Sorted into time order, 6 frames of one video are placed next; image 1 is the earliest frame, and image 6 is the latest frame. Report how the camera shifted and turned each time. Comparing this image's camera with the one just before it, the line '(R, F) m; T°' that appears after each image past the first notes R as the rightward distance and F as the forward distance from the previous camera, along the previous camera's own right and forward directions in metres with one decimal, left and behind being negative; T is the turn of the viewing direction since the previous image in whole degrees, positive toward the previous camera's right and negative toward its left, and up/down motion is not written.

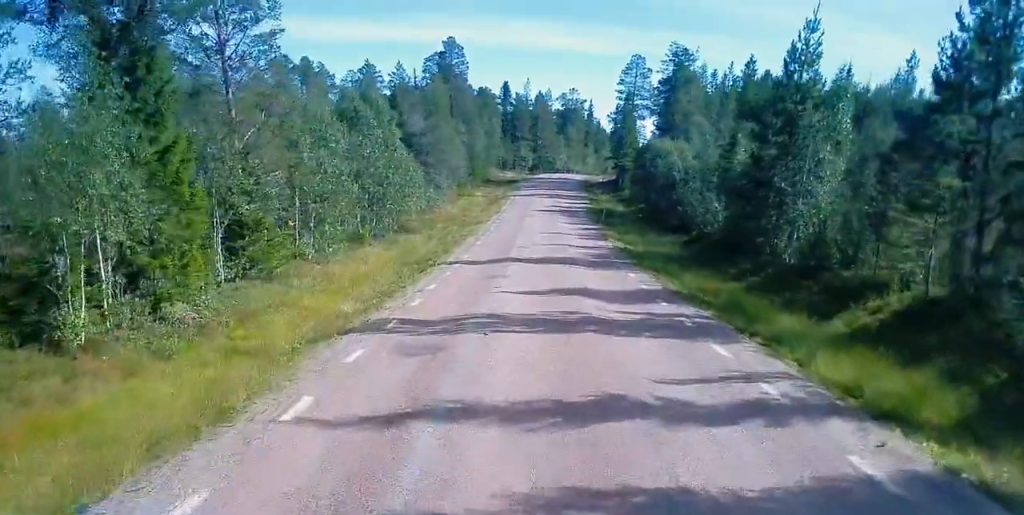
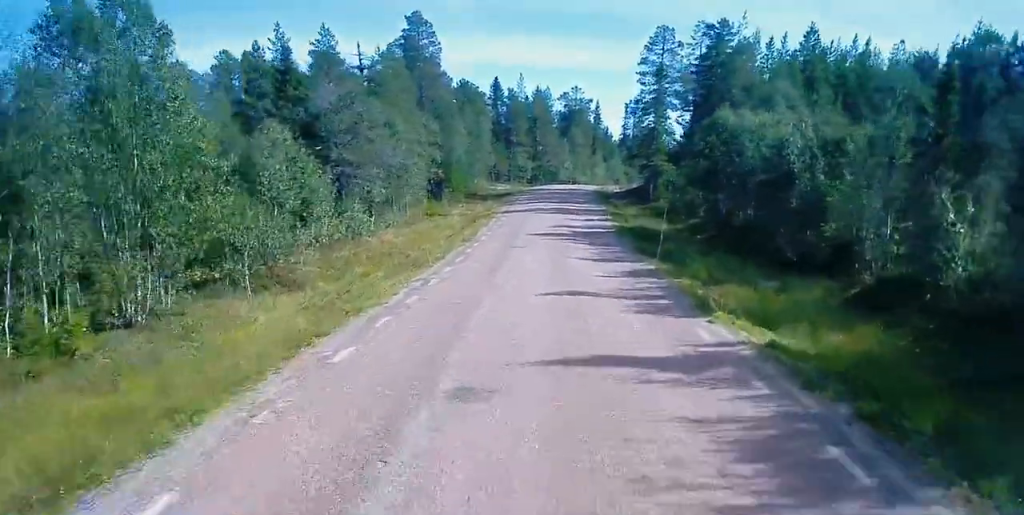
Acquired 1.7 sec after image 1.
(0.0, +24.2) m; 0°
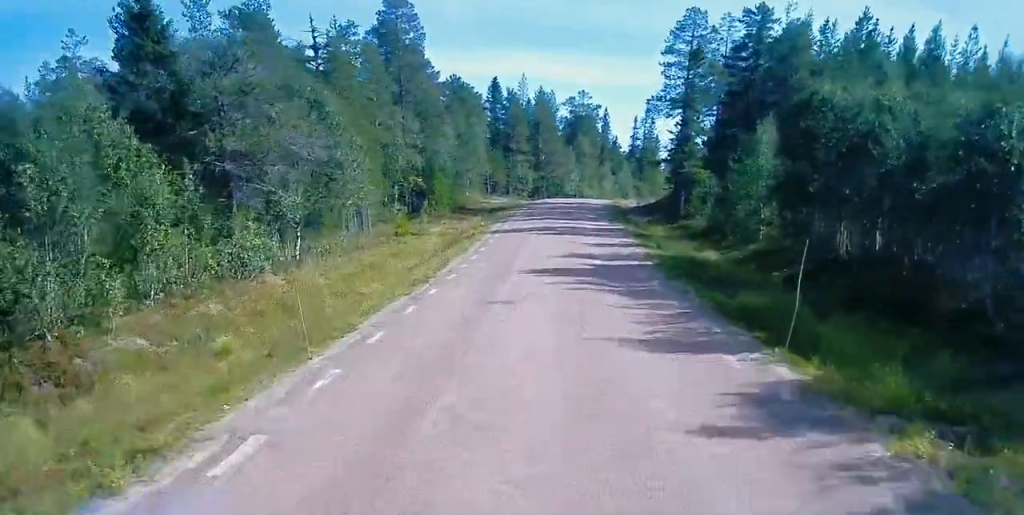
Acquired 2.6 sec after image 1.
(0.0, +13.5) m; 0°
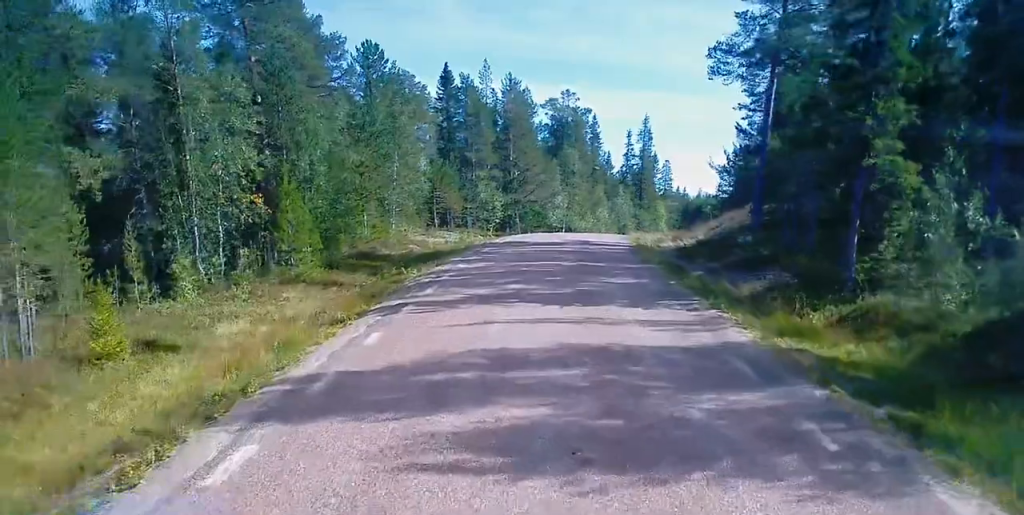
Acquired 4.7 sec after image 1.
(0.0, +31.1) m; +2°
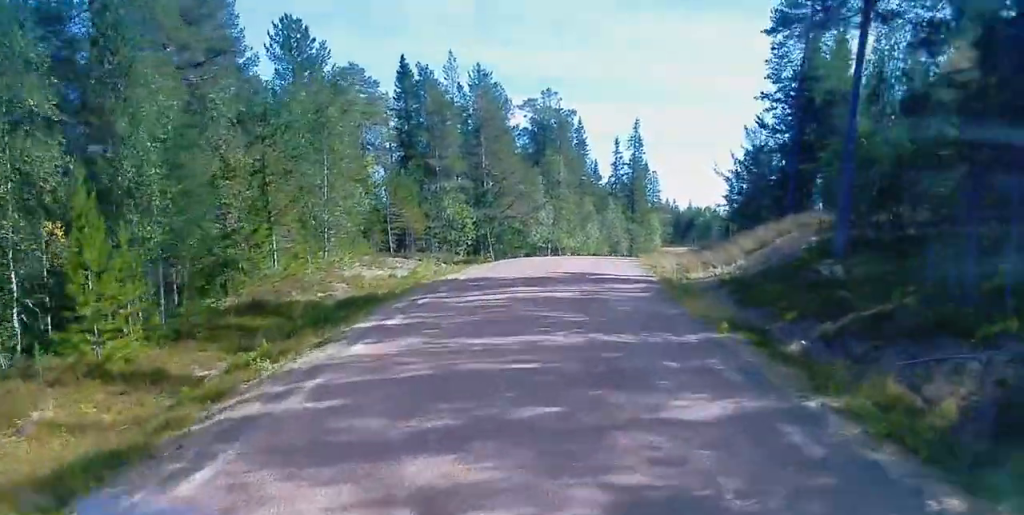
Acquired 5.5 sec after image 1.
(+0.4, +11.8) m; +3°
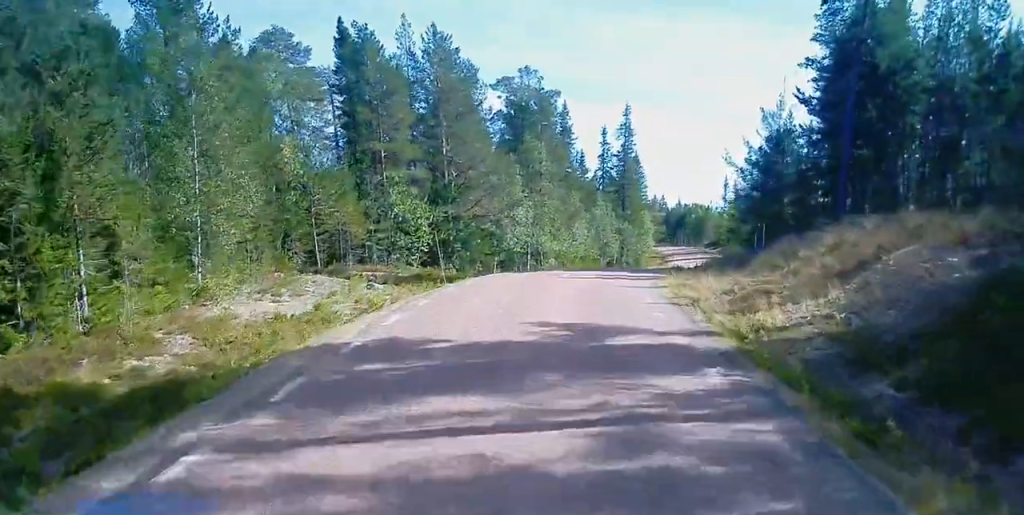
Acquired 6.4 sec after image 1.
(+0.3, +11.6) m; +1°
